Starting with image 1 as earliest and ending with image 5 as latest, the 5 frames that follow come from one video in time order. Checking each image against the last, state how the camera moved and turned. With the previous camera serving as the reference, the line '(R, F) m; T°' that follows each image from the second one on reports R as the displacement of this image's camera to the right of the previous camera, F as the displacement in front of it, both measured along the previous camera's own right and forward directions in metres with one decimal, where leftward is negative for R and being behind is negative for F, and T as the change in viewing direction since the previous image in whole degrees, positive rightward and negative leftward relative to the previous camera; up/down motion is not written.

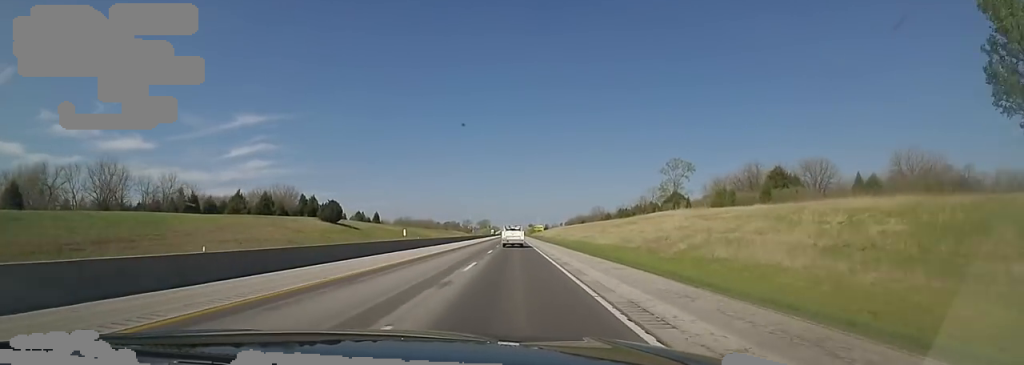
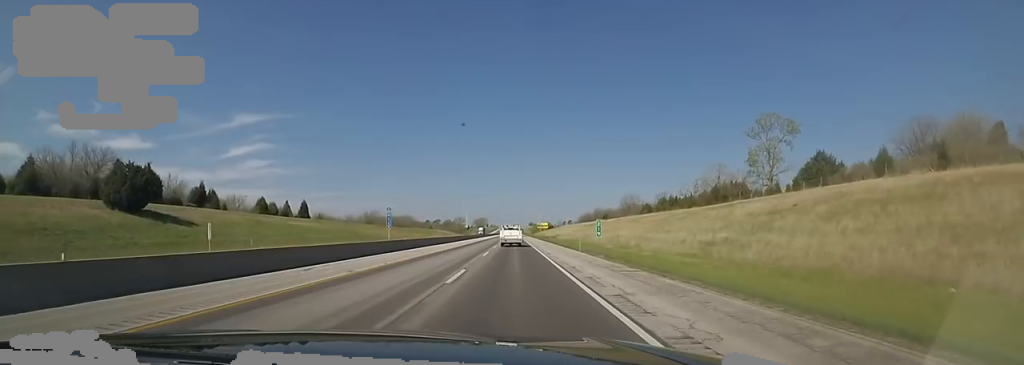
(+0.4, +65.7) m; 0°
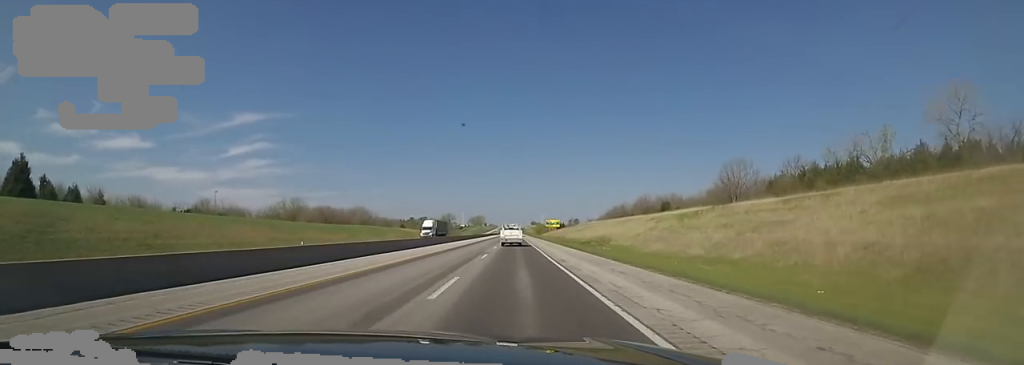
(-2.7, +80.2) m; -2°
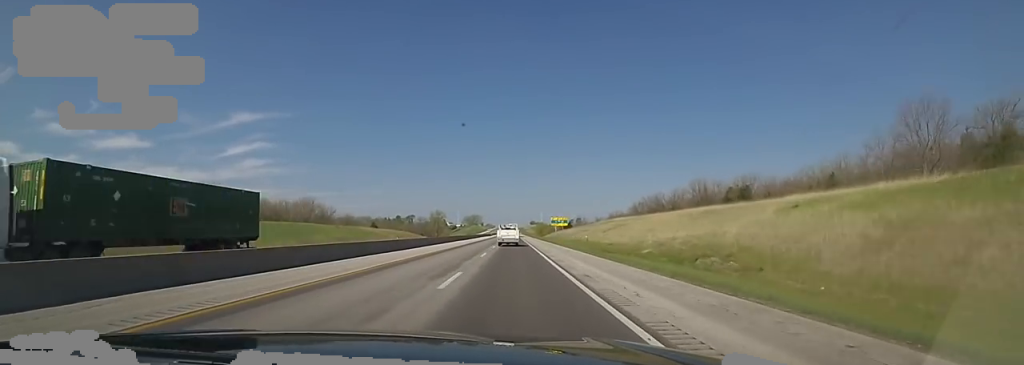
(+1.0, +44.8) m; +1°
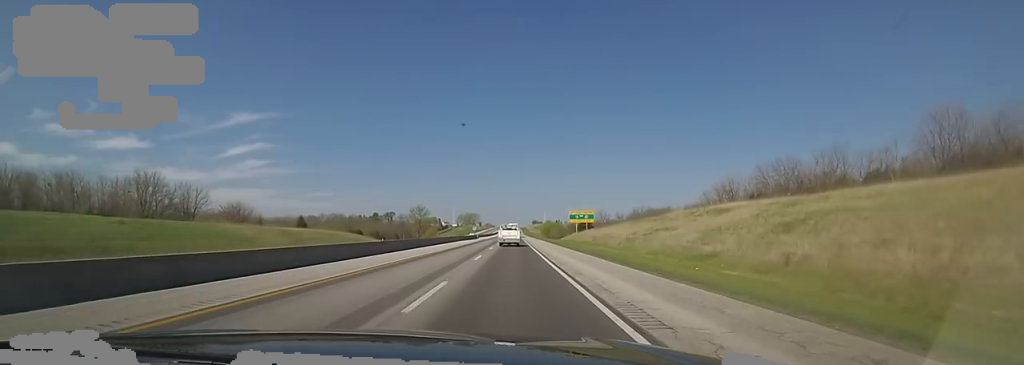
(0.0, +63.4) m; 0°
